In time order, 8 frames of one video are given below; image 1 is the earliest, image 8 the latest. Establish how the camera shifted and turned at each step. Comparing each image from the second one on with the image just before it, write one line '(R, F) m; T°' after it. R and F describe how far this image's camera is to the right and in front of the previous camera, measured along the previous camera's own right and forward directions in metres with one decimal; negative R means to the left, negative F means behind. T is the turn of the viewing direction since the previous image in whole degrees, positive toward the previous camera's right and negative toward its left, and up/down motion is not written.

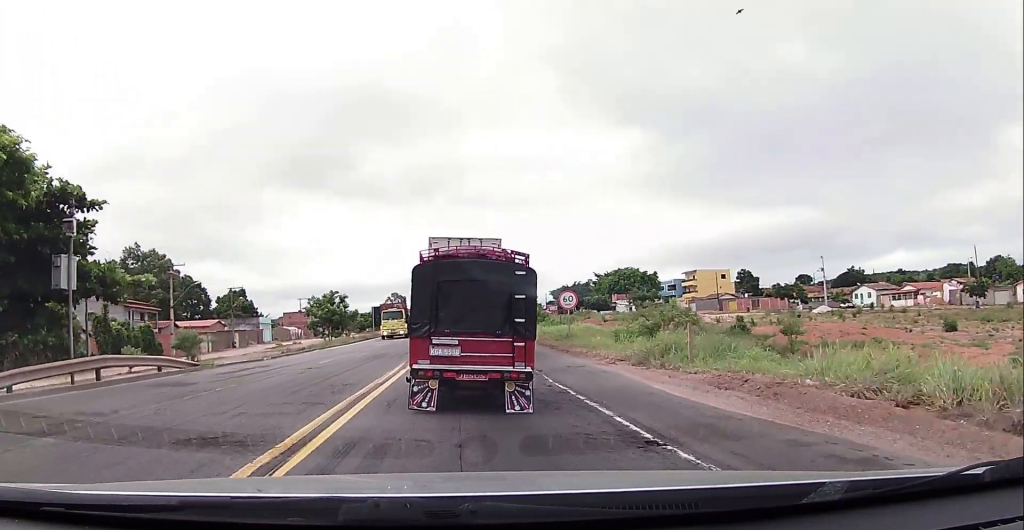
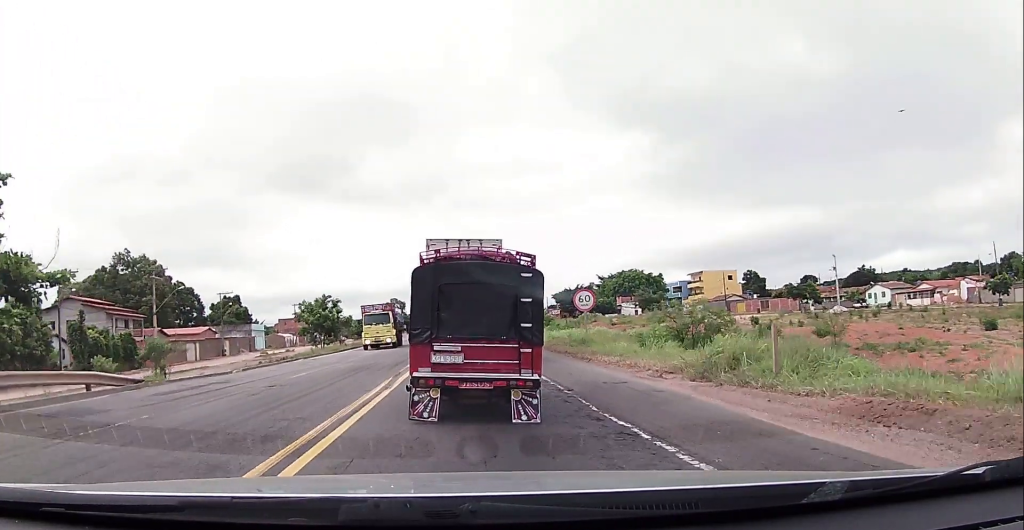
(0.0, +4.5) m; -2°
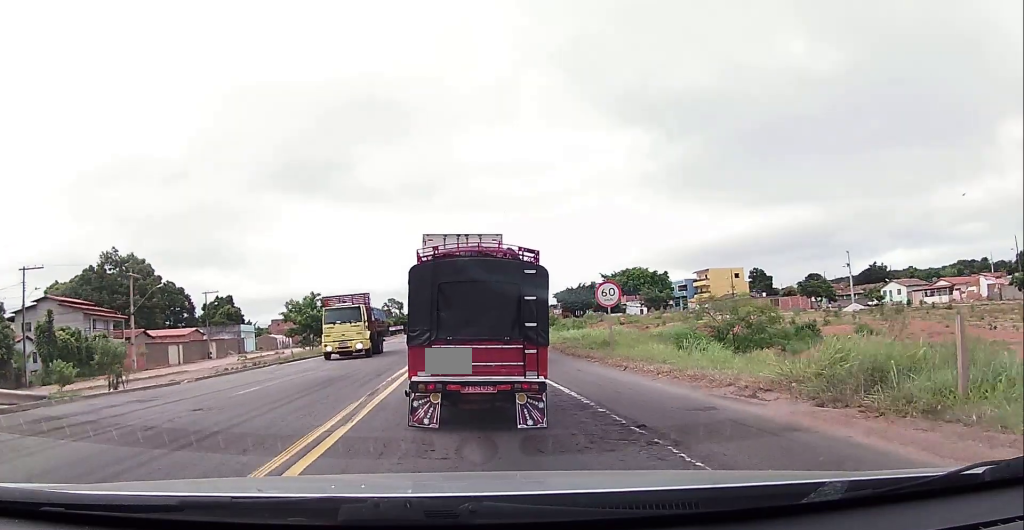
(-0.2, +5.1) m; 0°
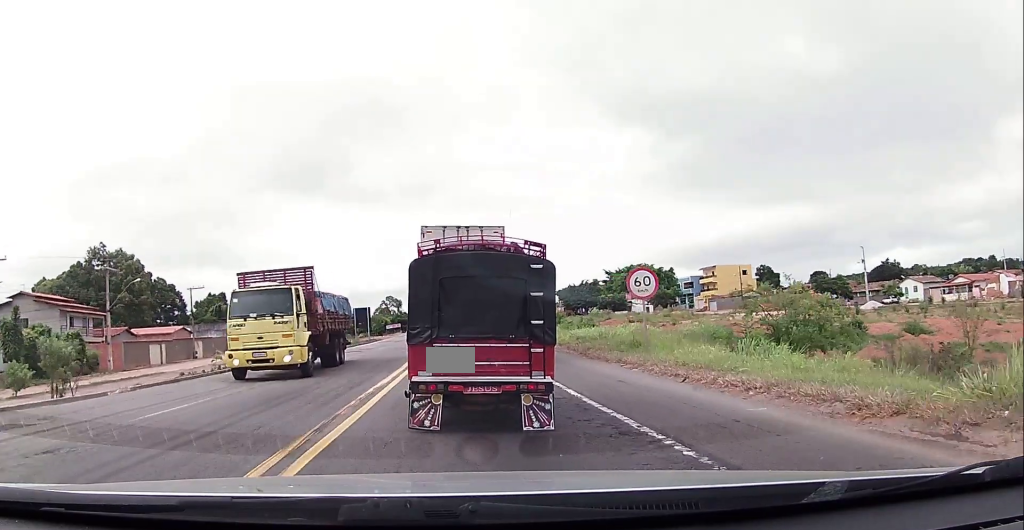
(-0.3, +4.9) m; +1°
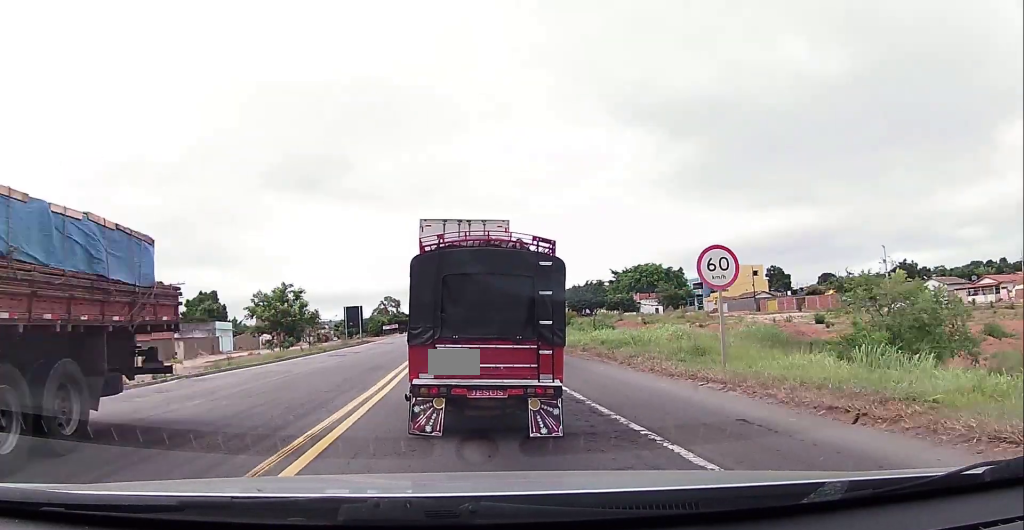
(+0.6, +6.1) m; +2°
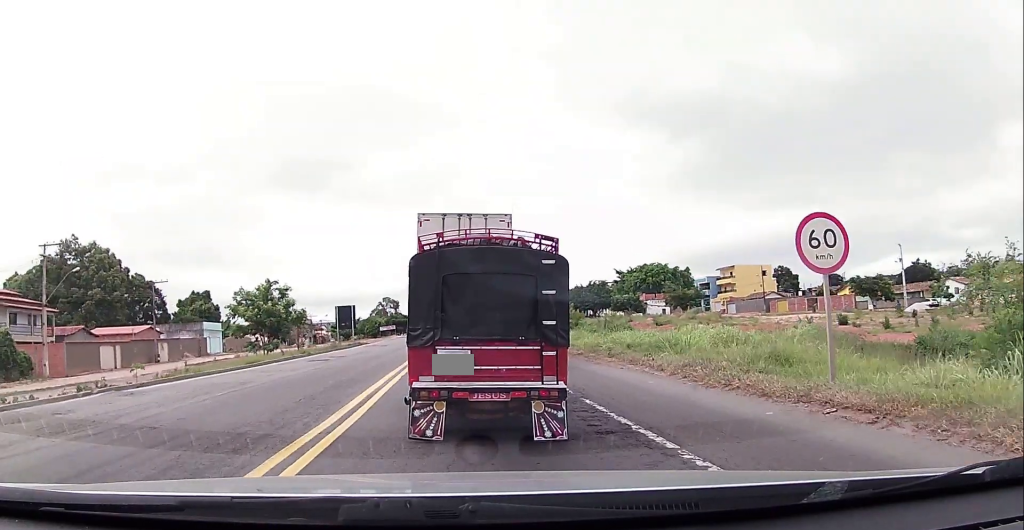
(-0.3, +4.6) m; 0°
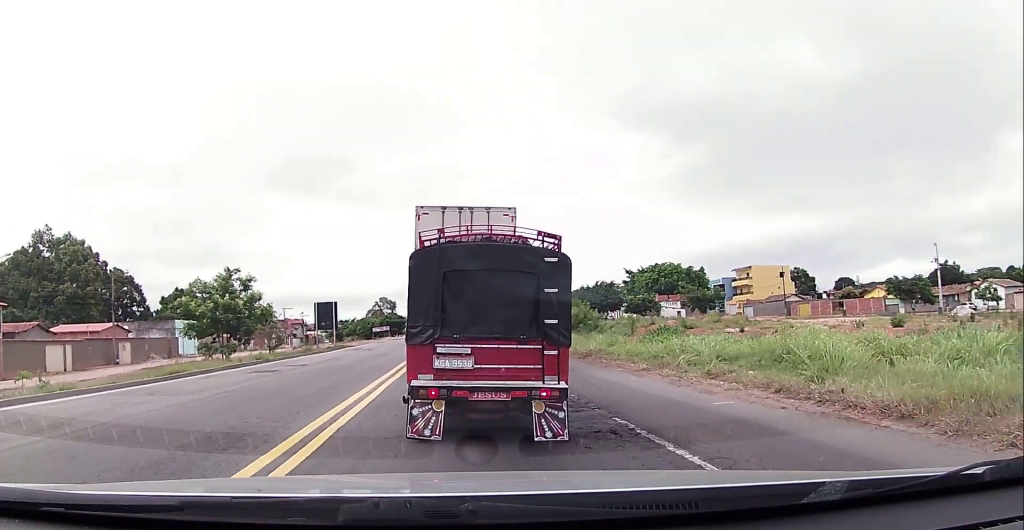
(+0.3, +9.1) m; +2°
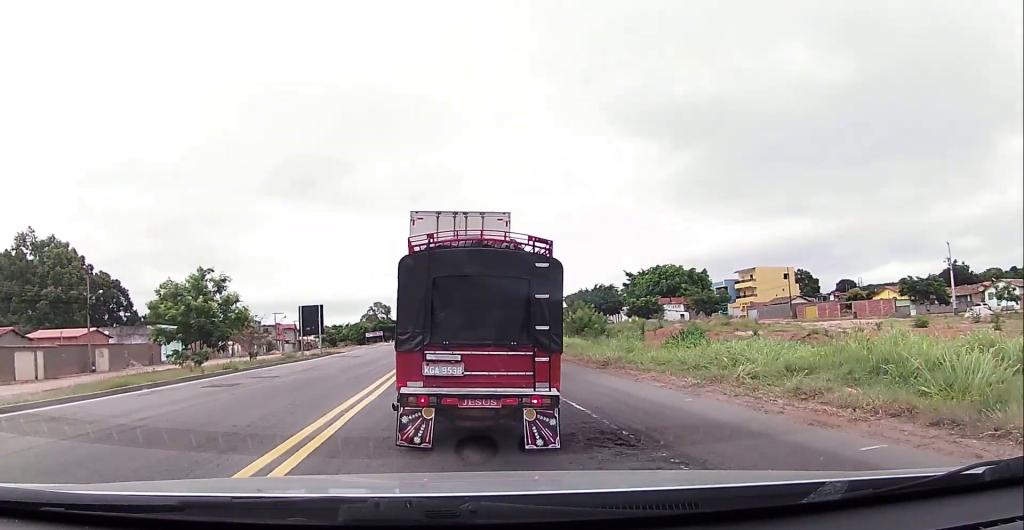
(-0.1, +3.8) m; -2°
